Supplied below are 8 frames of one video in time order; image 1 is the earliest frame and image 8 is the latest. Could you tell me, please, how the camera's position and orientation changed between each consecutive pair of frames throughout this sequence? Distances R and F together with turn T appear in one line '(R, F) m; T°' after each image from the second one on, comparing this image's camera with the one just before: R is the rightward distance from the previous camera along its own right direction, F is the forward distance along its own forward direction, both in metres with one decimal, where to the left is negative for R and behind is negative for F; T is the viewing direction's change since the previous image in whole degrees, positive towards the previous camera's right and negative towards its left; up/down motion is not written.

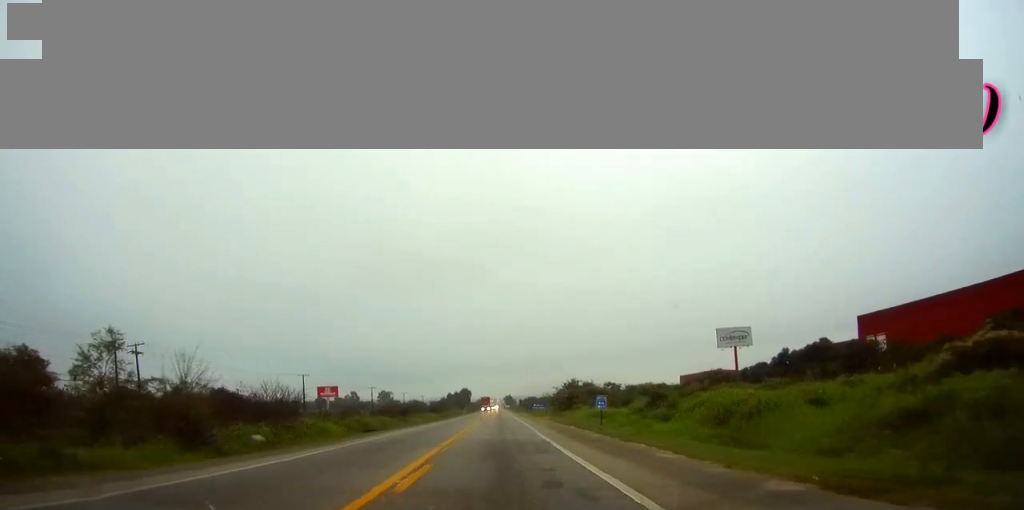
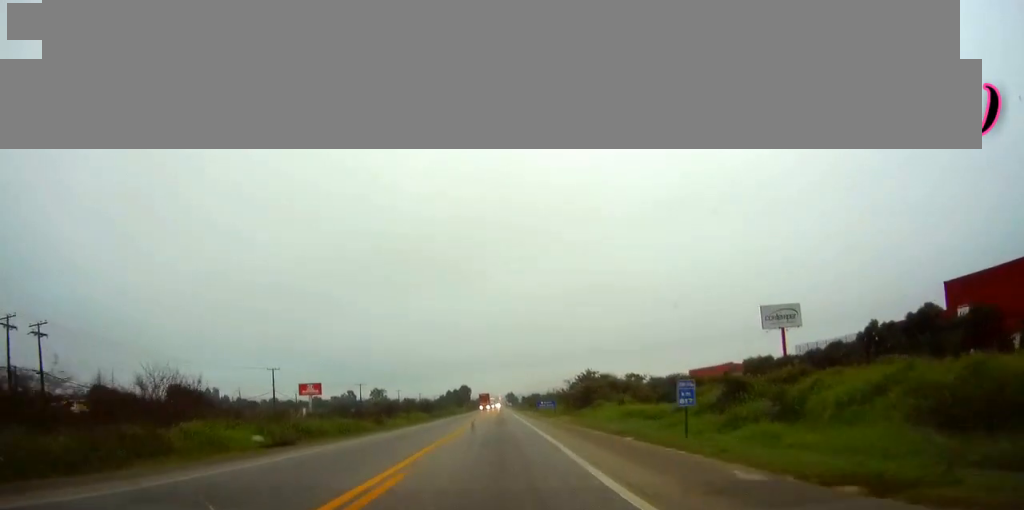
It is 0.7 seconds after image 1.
(0.0, +19.2) m; 0°
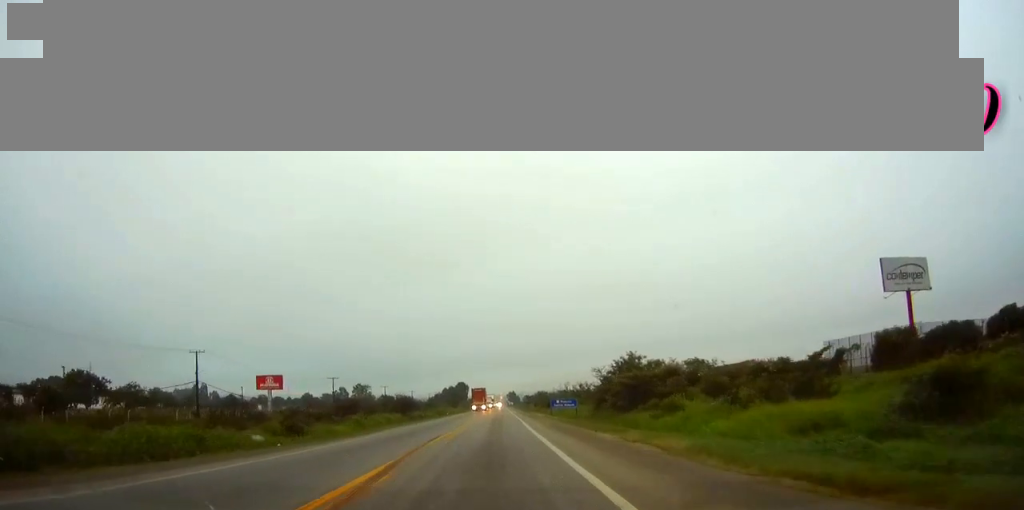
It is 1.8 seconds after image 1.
(0.0, +31.2) m; 0°
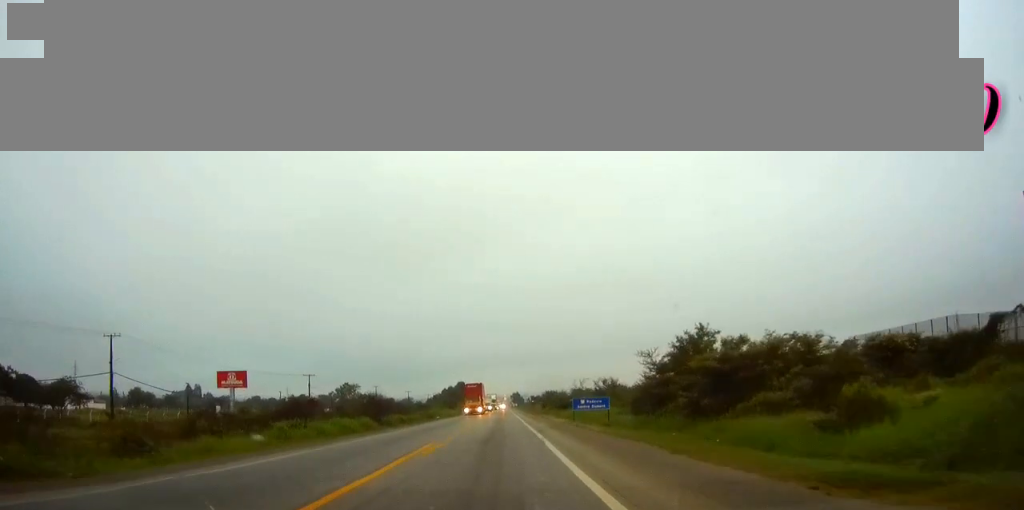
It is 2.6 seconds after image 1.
(+0.1, +22.0) m; 0°
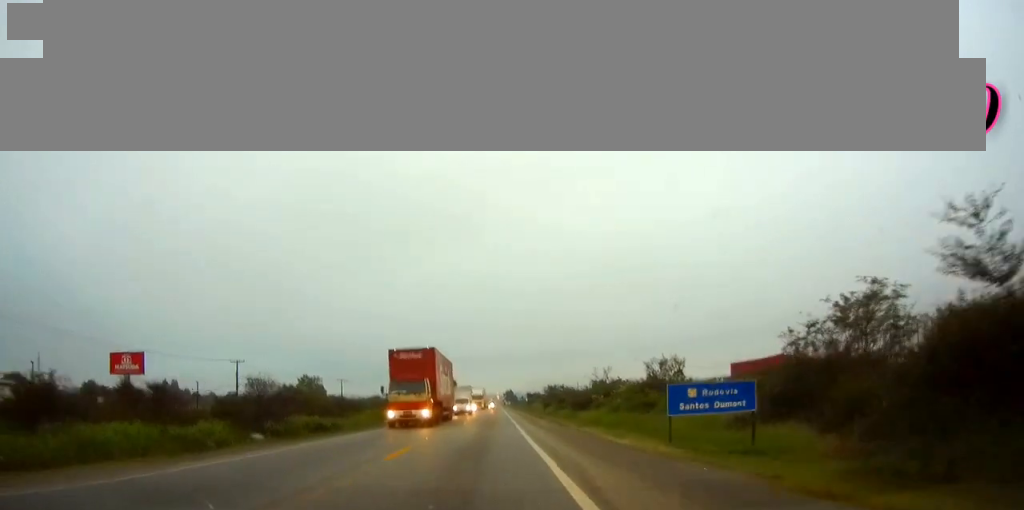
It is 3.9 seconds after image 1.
(0.0, +34.4) m; 0°
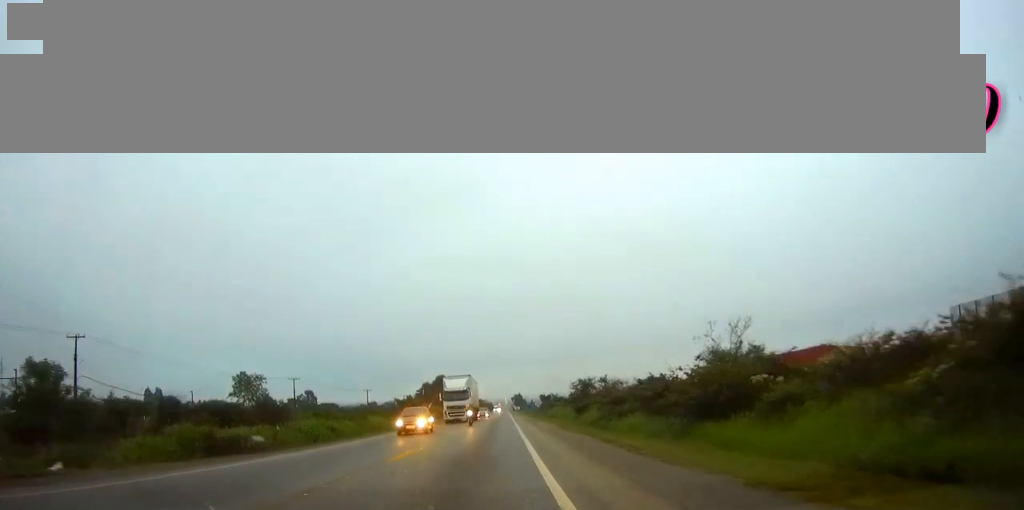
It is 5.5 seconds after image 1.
(-0.1, +44.3) m; 0°
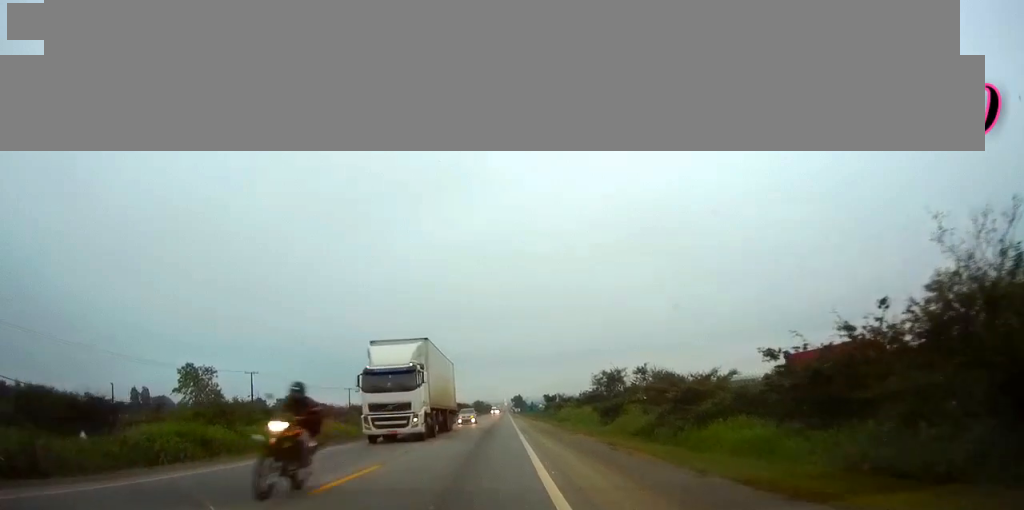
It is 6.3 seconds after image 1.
(-0.1, +21.9) m; 0°
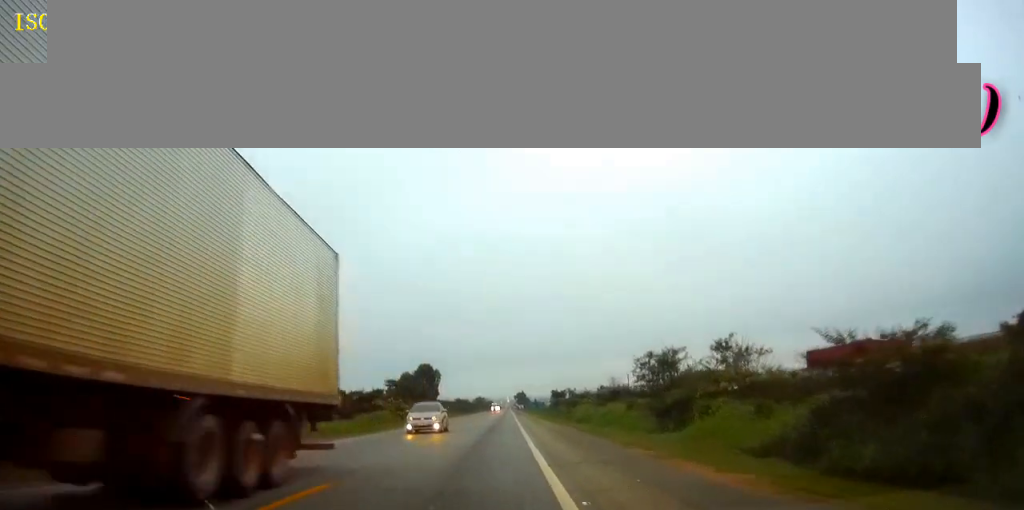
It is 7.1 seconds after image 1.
(0.0, +20.2) m; 0°
